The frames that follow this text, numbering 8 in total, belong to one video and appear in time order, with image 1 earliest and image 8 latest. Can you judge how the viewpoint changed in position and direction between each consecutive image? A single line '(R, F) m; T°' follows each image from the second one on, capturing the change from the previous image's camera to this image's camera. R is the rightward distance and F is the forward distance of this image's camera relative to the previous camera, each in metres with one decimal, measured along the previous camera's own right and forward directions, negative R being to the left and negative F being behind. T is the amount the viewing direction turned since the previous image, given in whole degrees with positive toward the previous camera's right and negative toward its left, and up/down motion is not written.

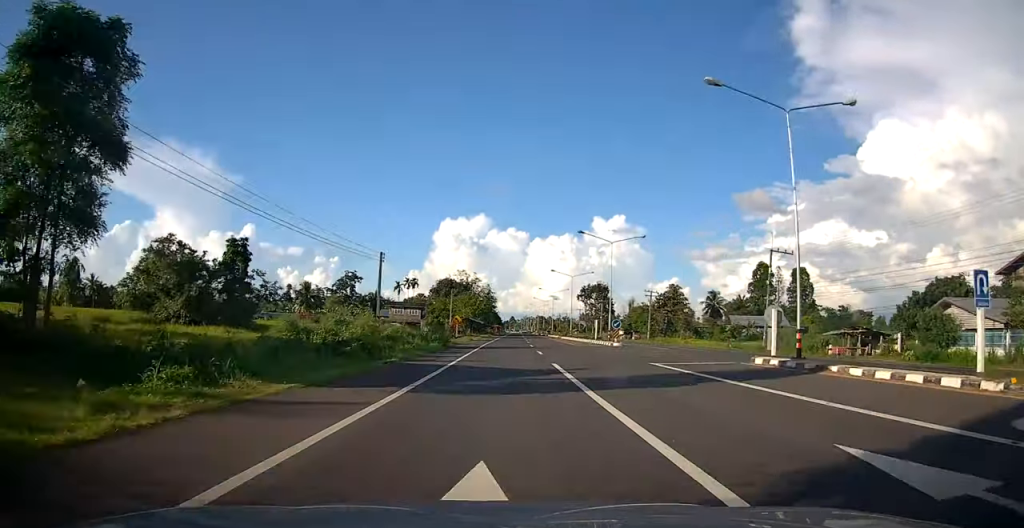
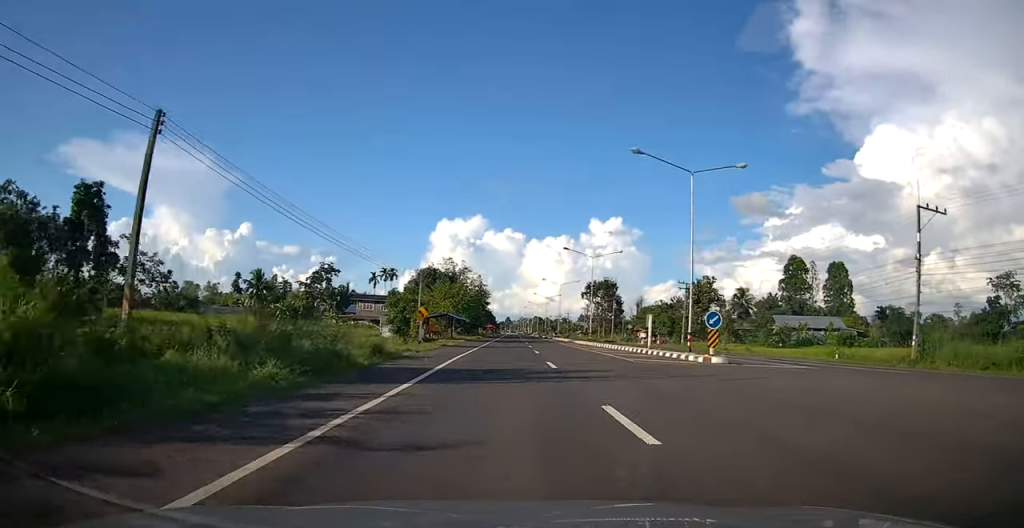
(0.0, +22.7) m; 0°
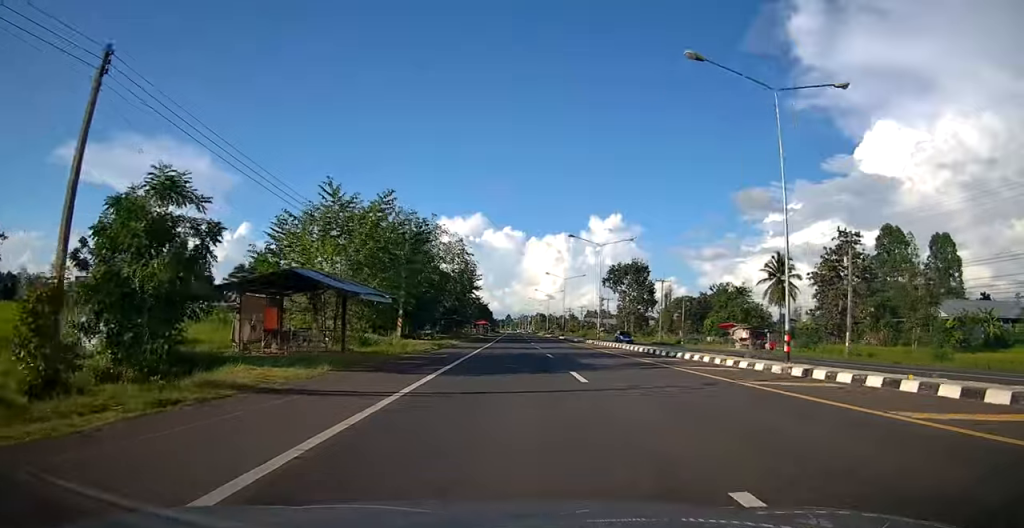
(0.0, +40.9) m; +2°
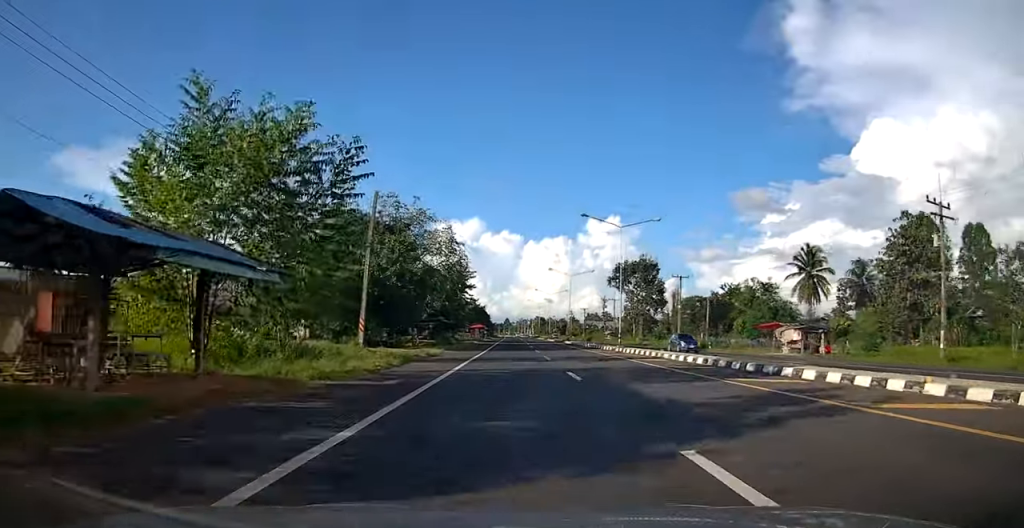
(+0.2, +10.5) m; 0°
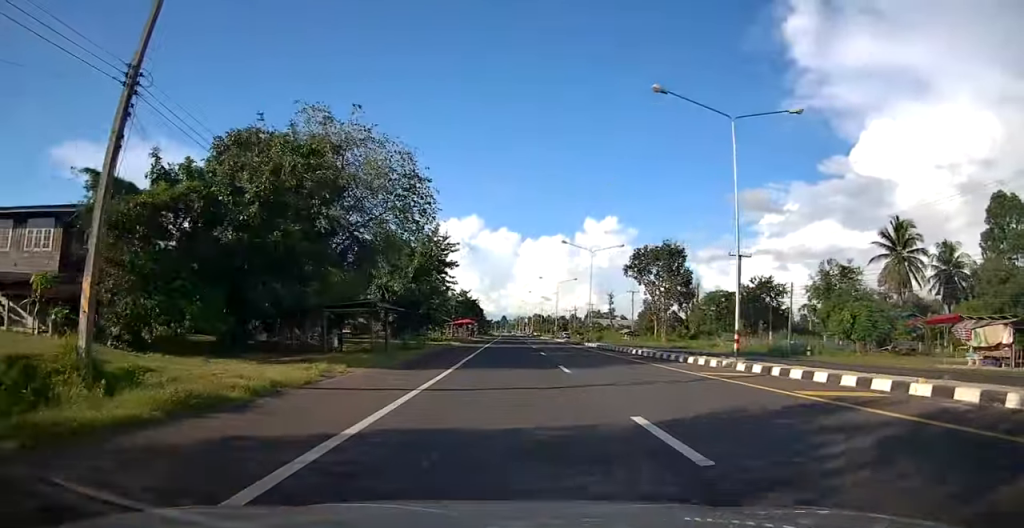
(+0.4, +21.6) m; -1°
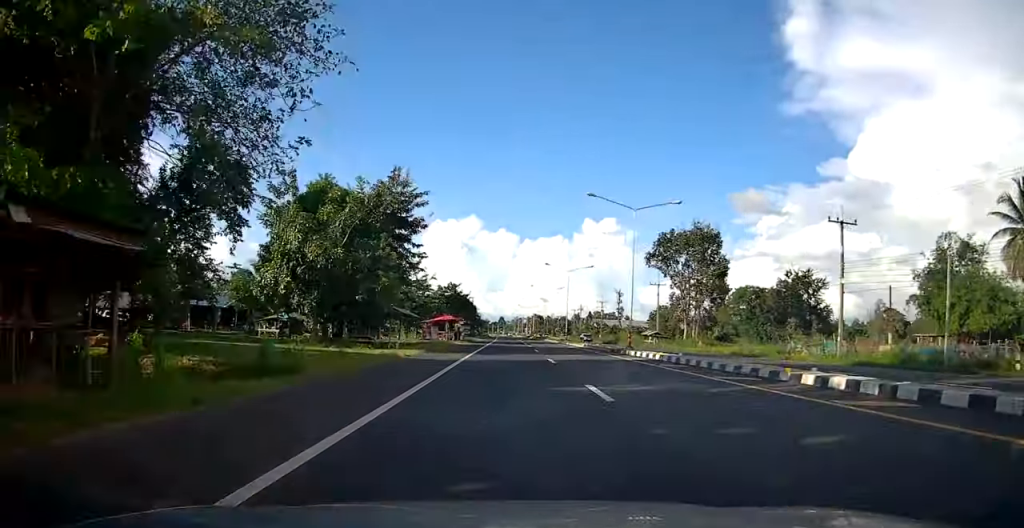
(-0.5, +19.3) m; -1°
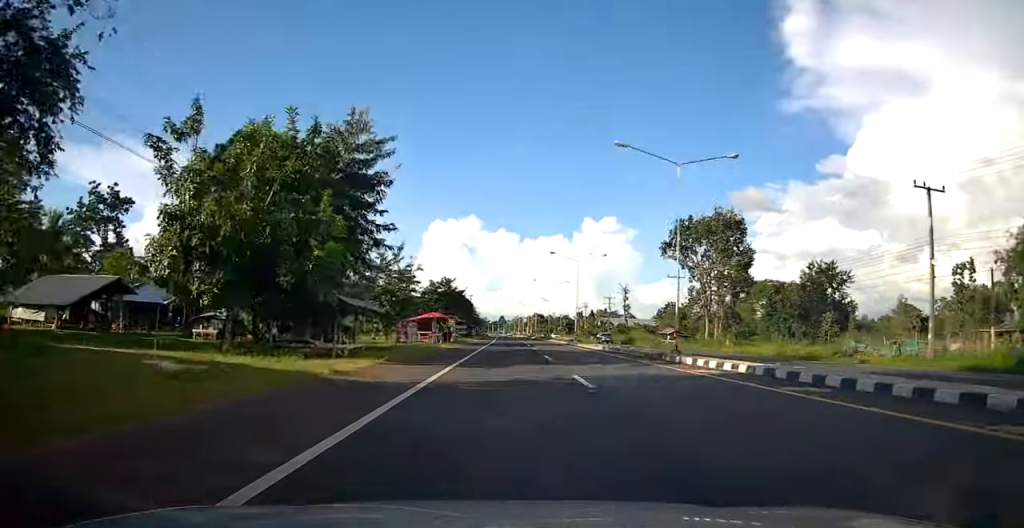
(0.0, +9.6) m; +1°
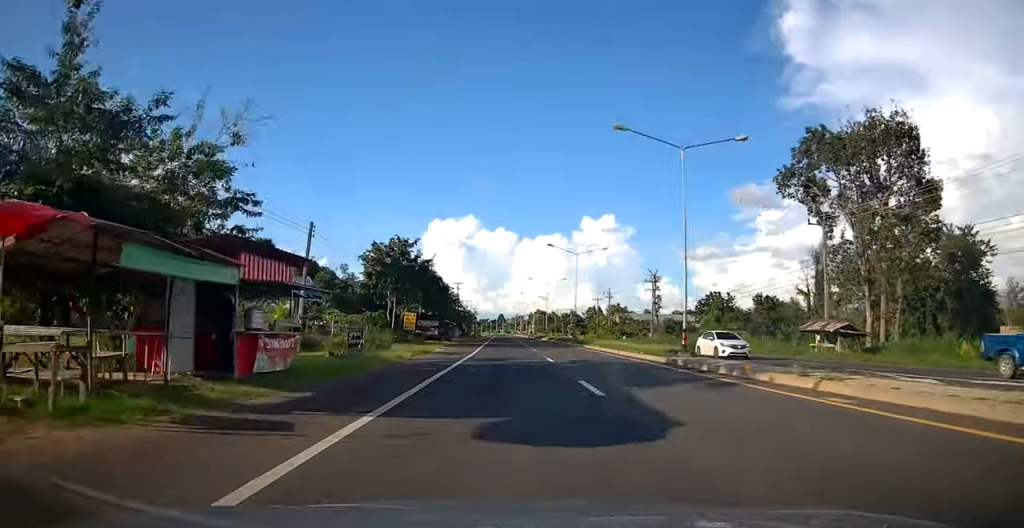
(+0.9, +37.7) m; 0°
